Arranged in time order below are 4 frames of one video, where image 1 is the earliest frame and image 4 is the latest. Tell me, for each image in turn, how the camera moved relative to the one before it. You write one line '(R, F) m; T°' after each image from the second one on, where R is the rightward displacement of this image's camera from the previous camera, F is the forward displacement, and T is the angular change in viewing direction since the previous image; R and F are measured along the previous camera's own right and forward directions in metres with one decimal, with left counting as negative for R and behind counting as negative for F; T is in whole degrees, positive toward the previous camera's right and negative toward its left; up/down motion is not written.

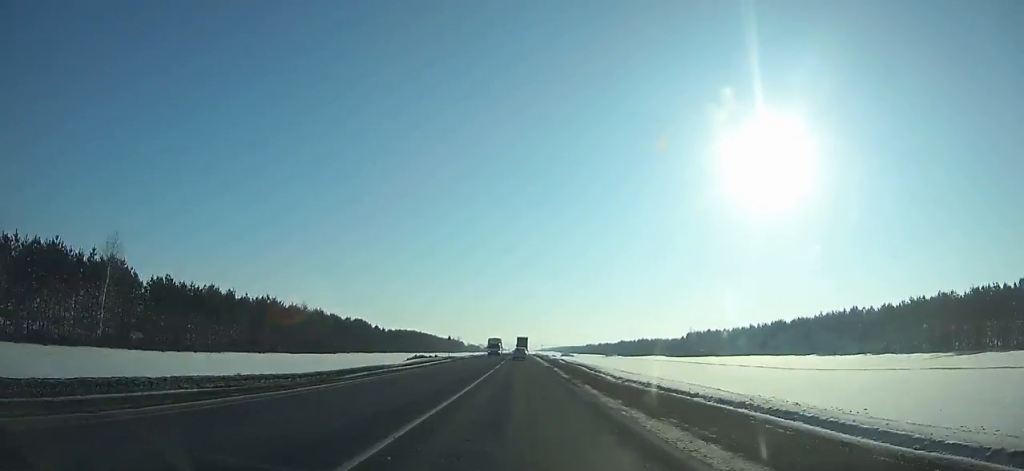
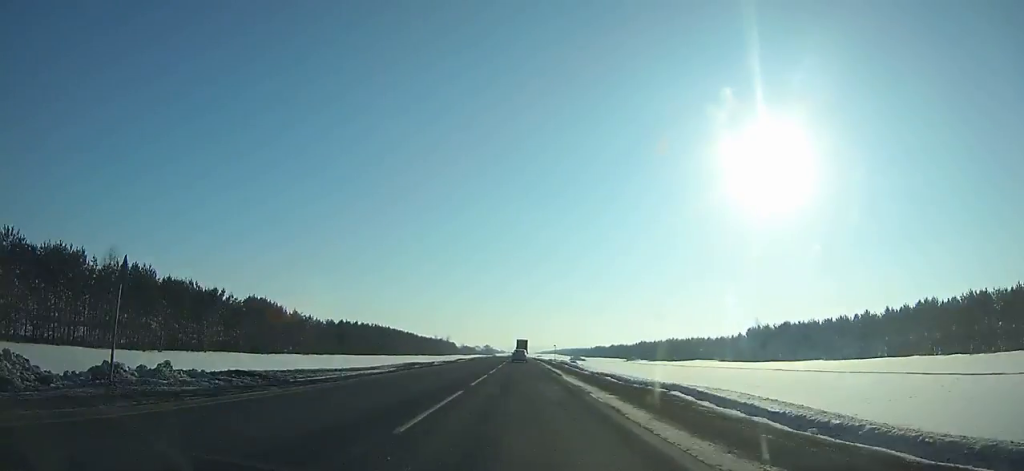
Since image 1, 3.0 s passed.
(0.0, +66.8) m; 0°
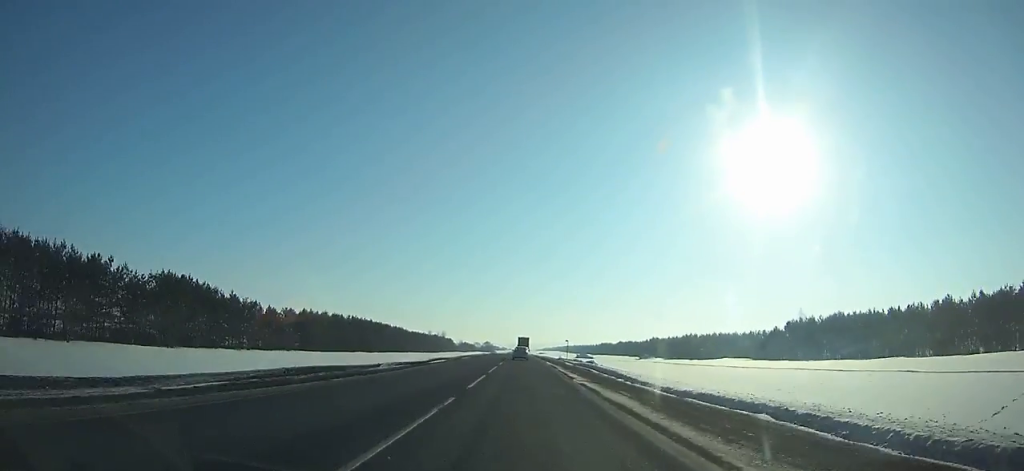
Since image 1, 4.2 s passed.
(0.0, +26.7) m; 0°
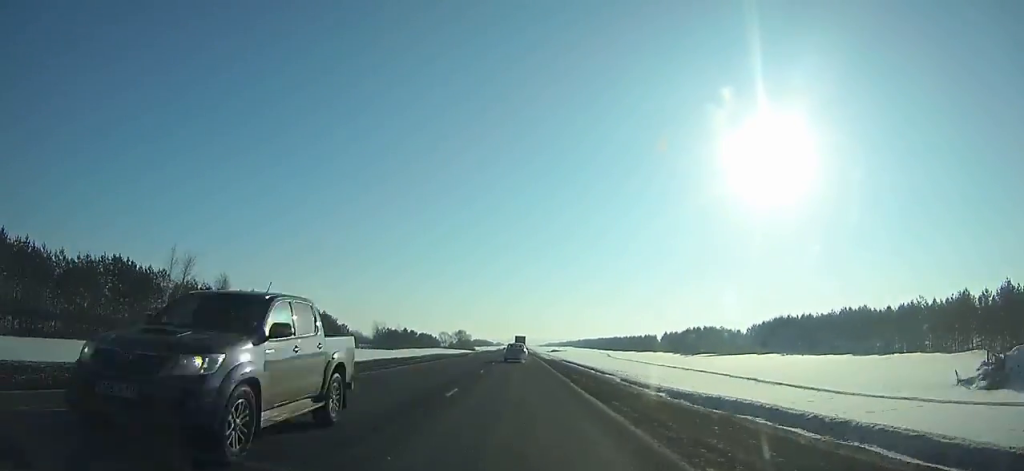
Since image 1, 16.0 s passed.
(-0.6, +259.3) m; 0°
